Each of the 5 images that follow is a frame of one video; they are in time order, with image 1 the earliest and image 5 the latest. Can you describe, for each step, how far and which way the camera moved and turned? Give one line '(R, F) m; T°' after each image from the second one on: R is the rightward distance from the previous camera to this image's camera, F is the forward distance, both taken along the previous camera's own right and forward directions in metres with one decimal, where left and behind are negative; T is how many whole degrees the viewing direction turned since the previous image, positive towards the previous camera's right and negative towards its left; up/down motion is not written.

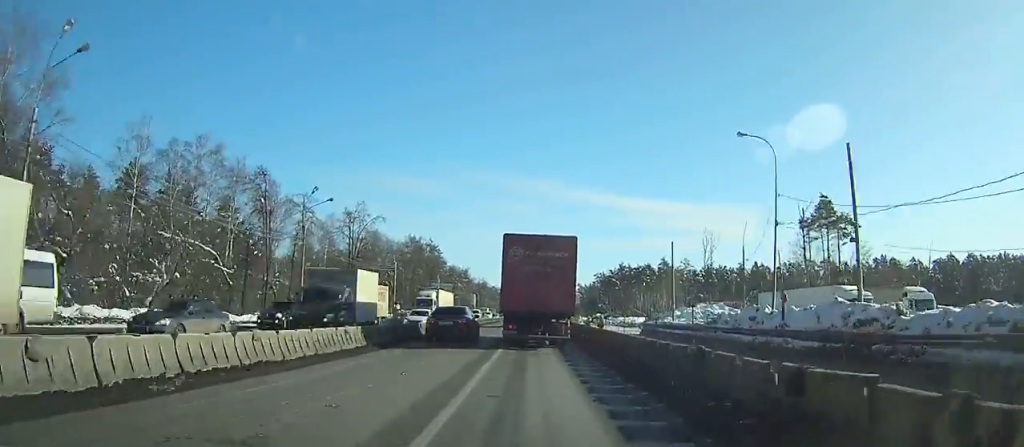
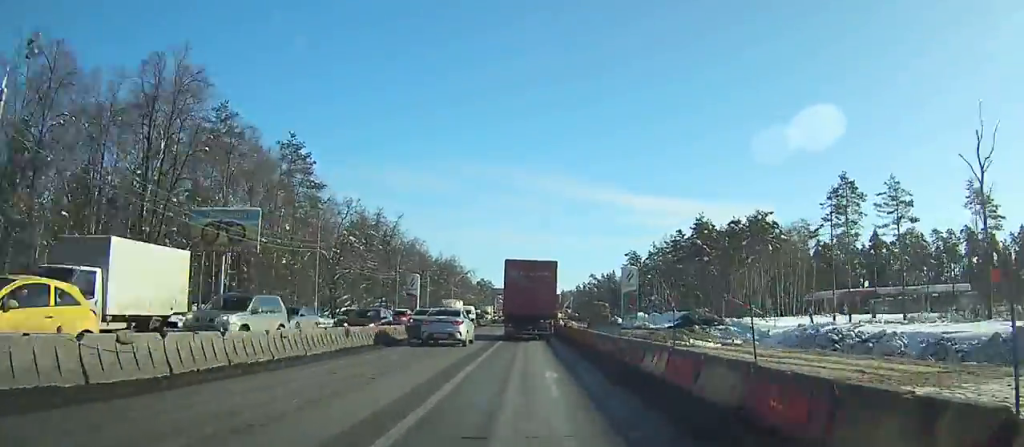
(+1.3, +102.9) m; 0°
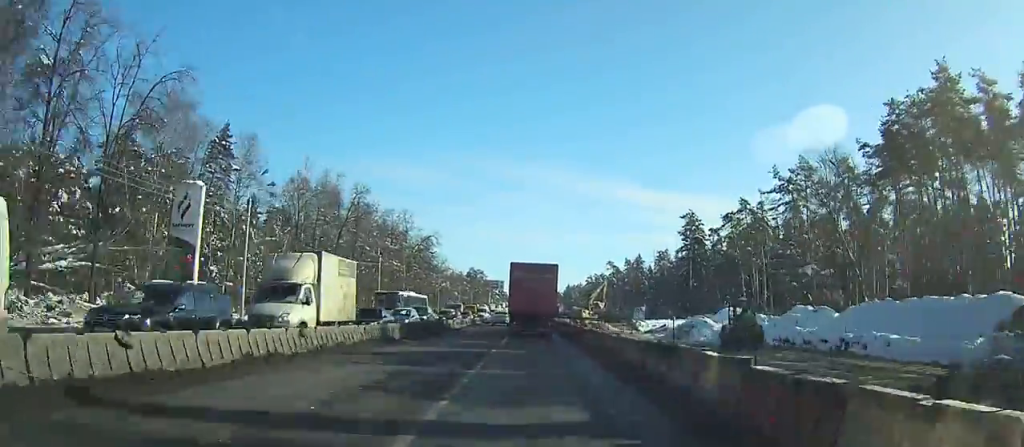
(+0.4, +71.2) m; 0°
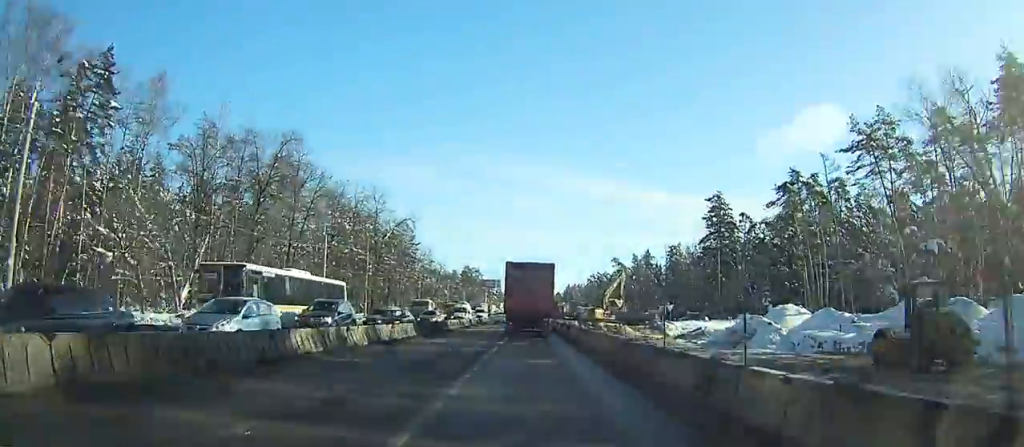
(-0.1, +18.8) m; 0°
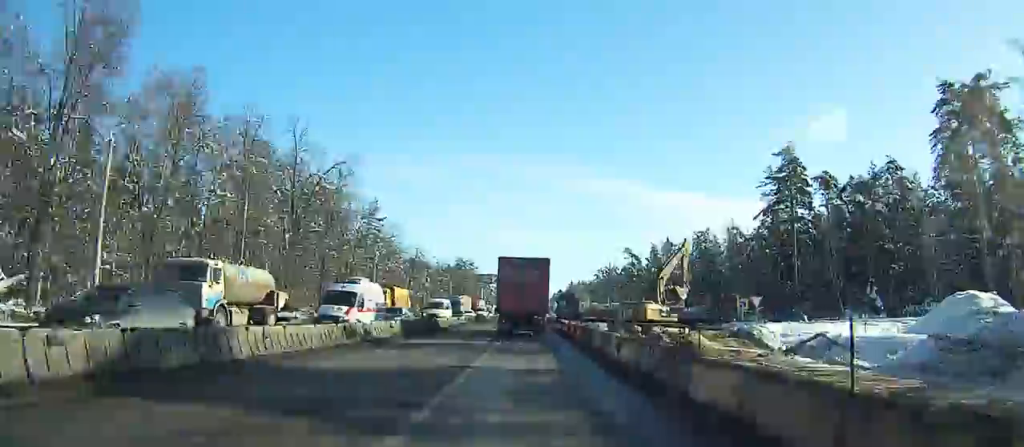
(-0.1, +29.5) m; 0°
